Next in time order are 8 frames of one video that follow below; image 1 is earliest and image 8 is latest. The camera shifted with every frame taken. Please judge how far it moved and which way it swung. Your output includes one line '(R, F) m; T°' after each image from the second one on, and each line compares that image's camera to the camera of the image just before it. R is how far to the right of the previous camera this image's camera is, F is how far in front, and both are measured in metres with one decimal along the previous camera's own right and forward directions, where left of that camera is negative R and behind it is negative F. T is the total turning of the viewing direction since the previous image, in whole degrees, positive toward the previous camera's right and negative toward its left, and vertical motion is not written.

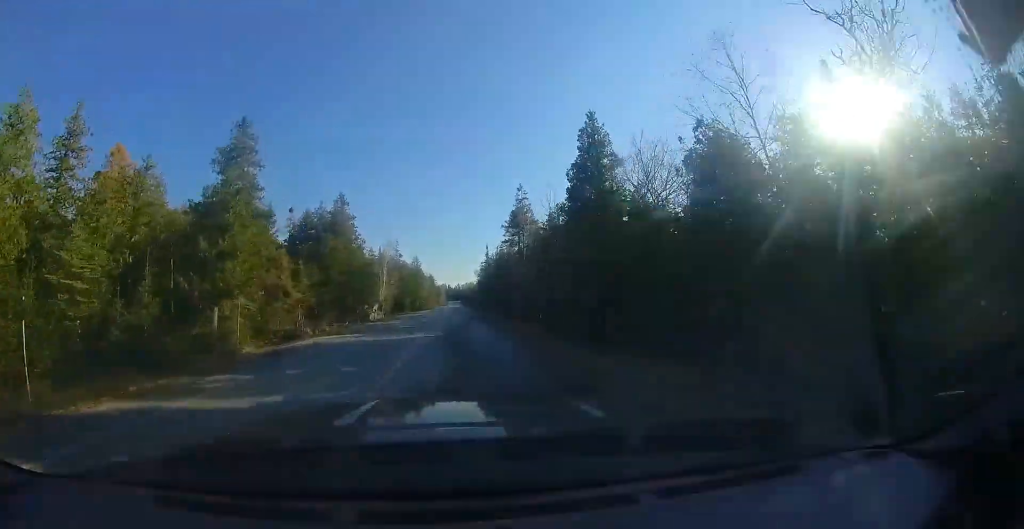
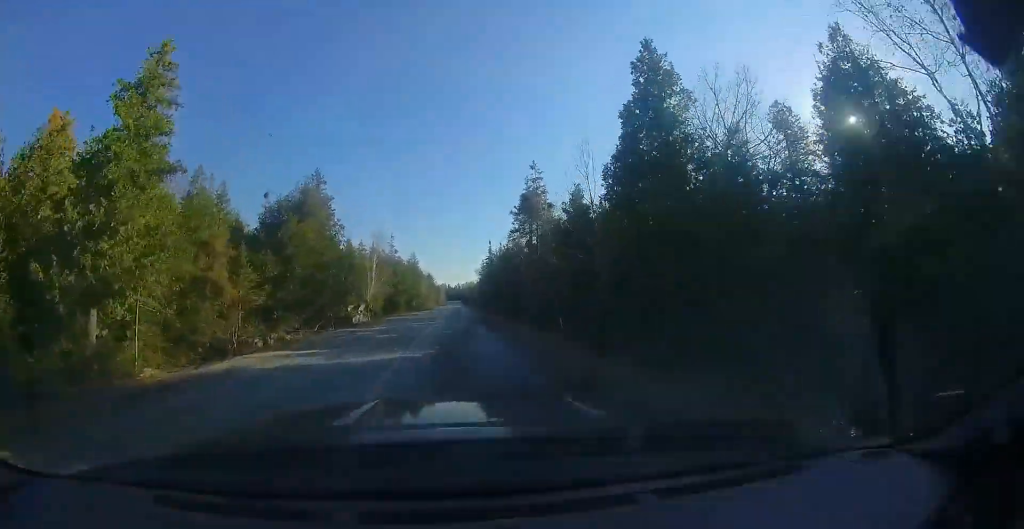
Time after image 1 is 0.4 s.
(+0.1, +6.5) m; 0°
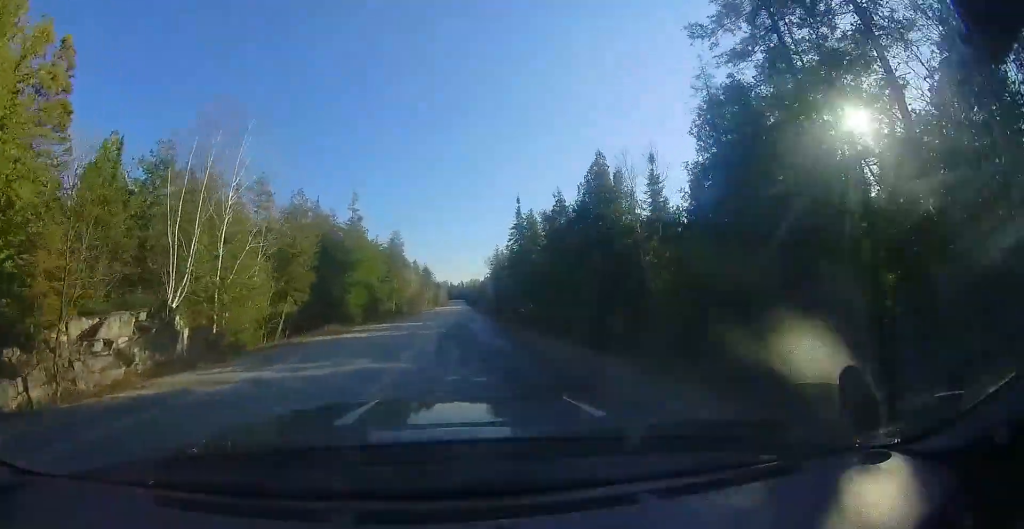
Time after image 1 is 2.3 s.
(-0.3, +29.1) m; -2°
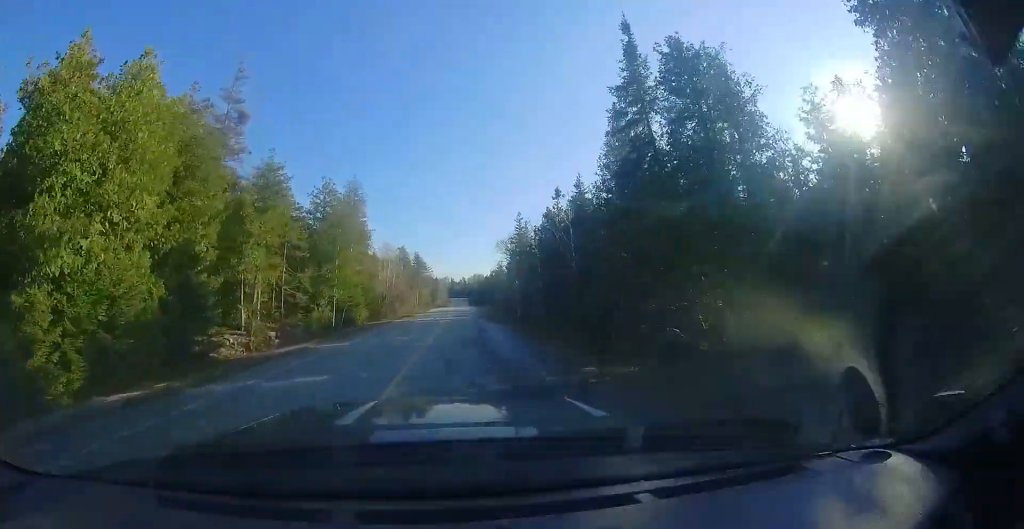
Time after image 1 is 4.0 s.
(-0.1, +25.4) m; 0°
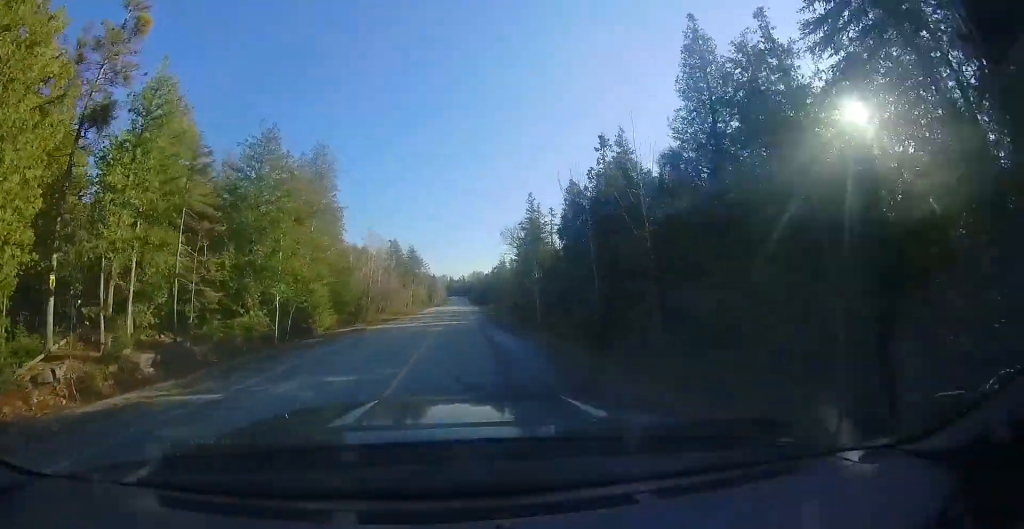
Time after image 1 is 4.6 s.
(0.0, +8.5) m; 0°
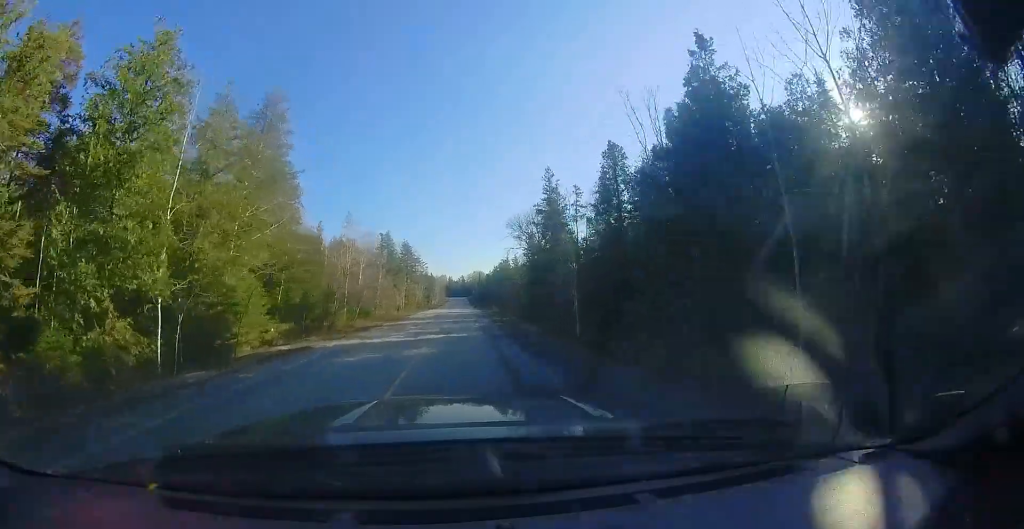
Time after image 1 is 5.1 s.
(0.0, +8.0) m; 0°
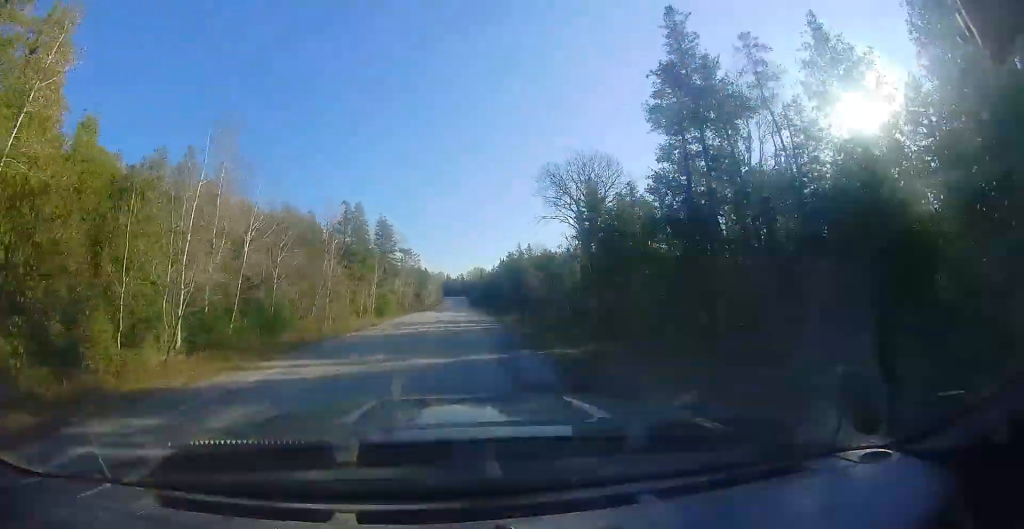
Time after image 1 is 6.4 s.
(0.0, +19.9) m; +1°
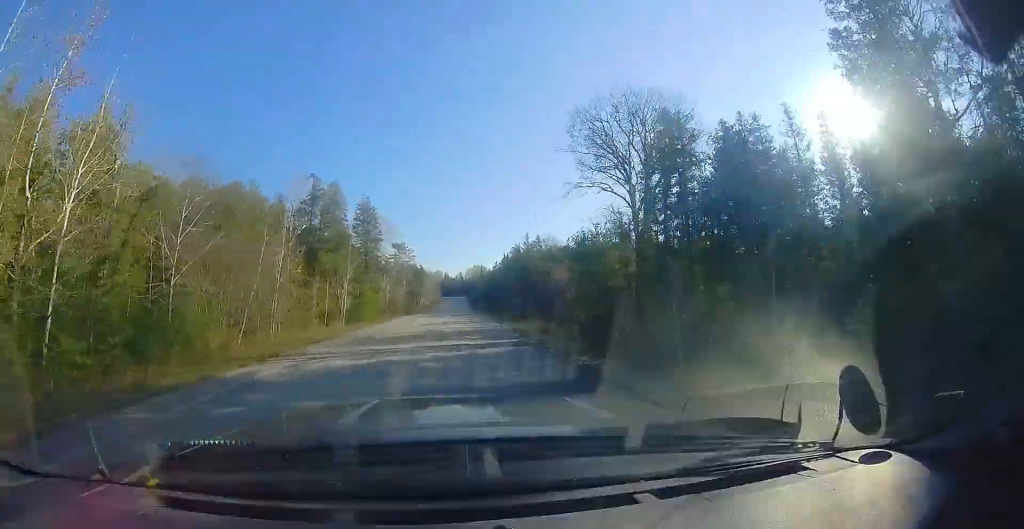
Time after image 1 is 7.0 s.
(0.0, +9.9) m; +1°
